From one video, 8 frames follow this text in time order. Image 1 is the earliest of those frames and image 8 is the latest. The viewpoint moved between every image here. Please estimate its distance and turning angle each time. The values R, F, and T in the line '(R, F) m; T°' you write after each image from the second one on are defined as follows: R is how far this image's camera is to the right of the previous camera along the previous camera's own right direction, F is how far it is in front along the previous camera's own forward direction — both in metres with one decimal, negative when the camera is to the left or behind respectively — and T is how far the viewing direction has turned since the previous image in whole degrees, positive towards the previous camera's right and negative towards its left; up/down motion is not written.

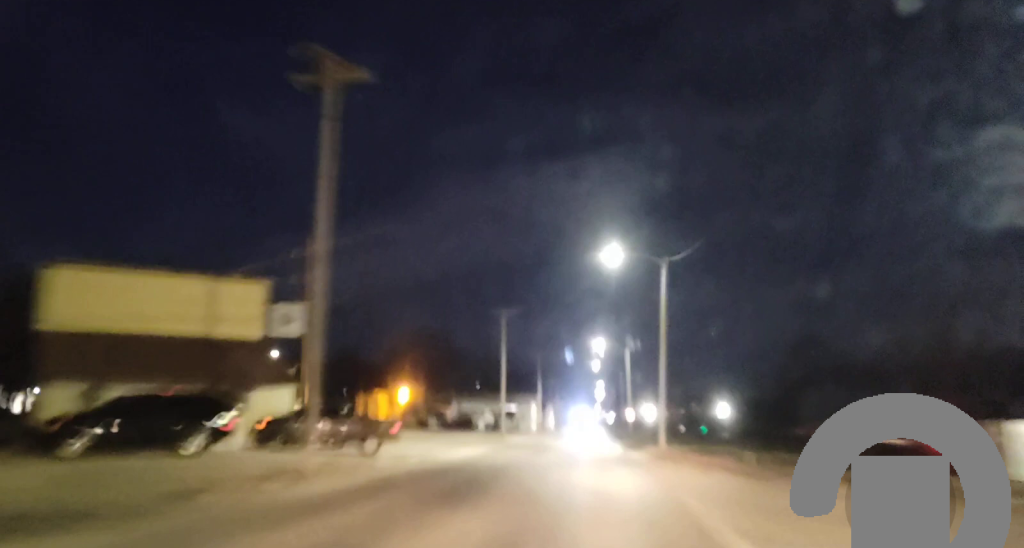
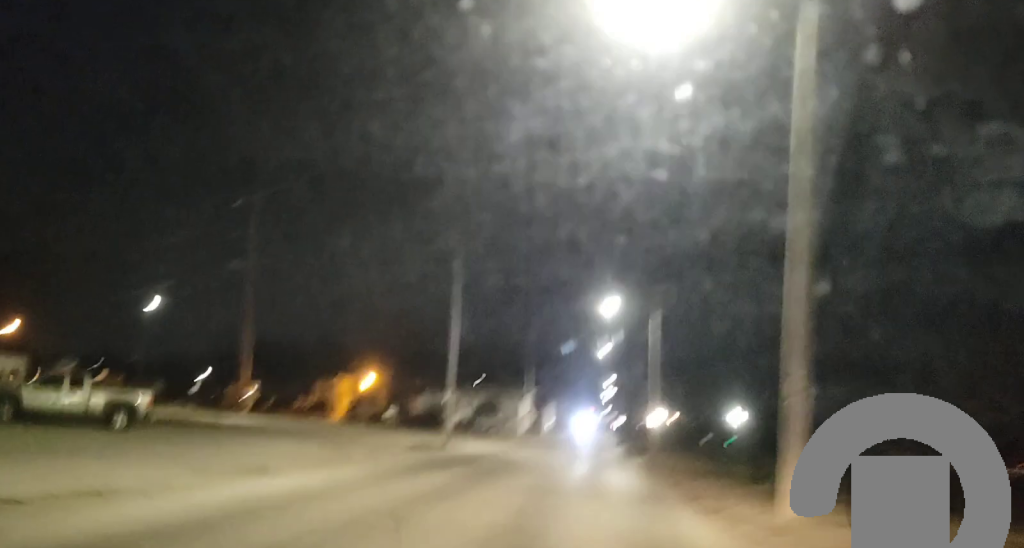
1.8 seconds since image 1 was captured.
(+0.5, +25.5) m; 0°
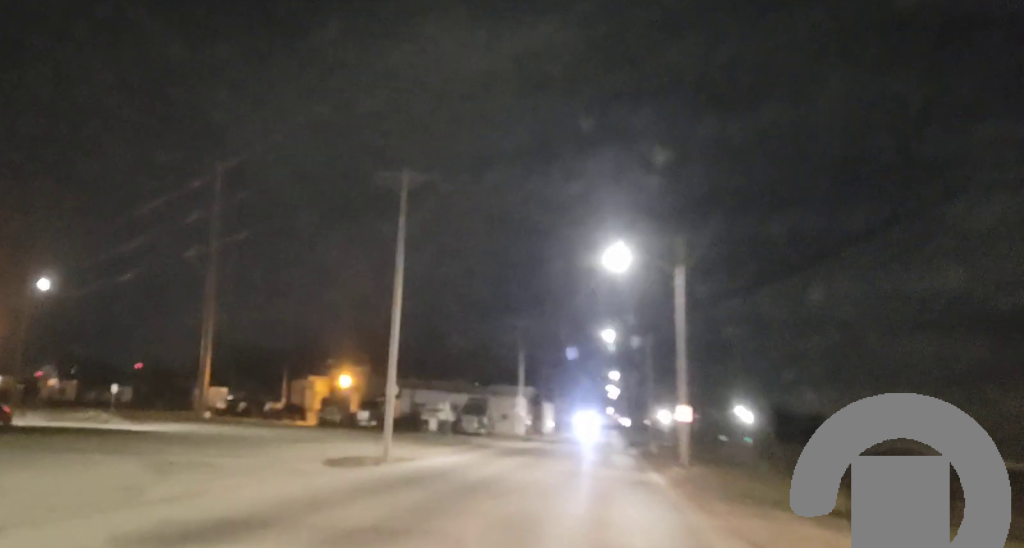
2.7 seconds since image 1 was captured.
(-0.2, +12.6) m; -1°
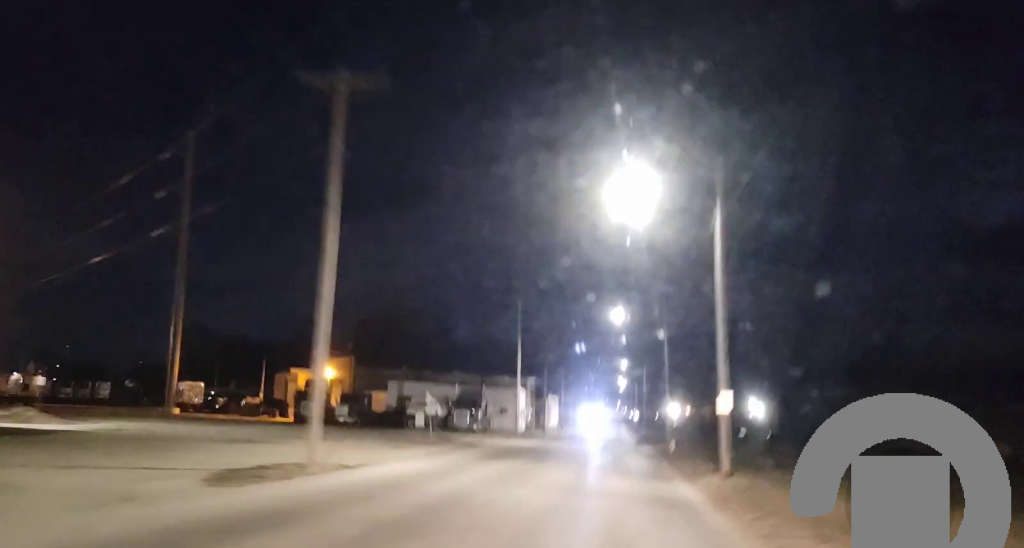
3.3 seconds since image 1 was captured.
(-0.1, +8.6) m; -1°
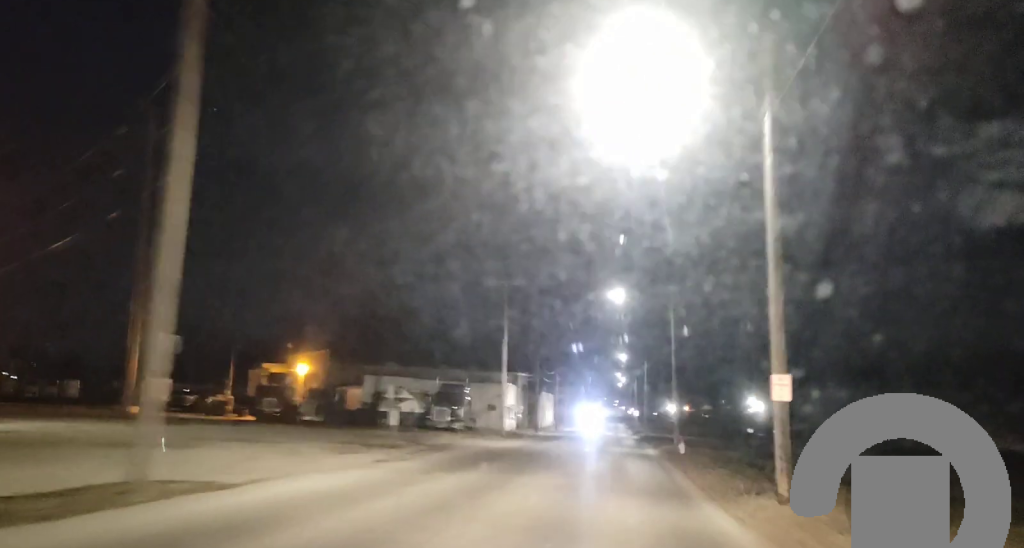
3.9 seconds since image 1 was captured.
(0.0, +7.7) m; 0°
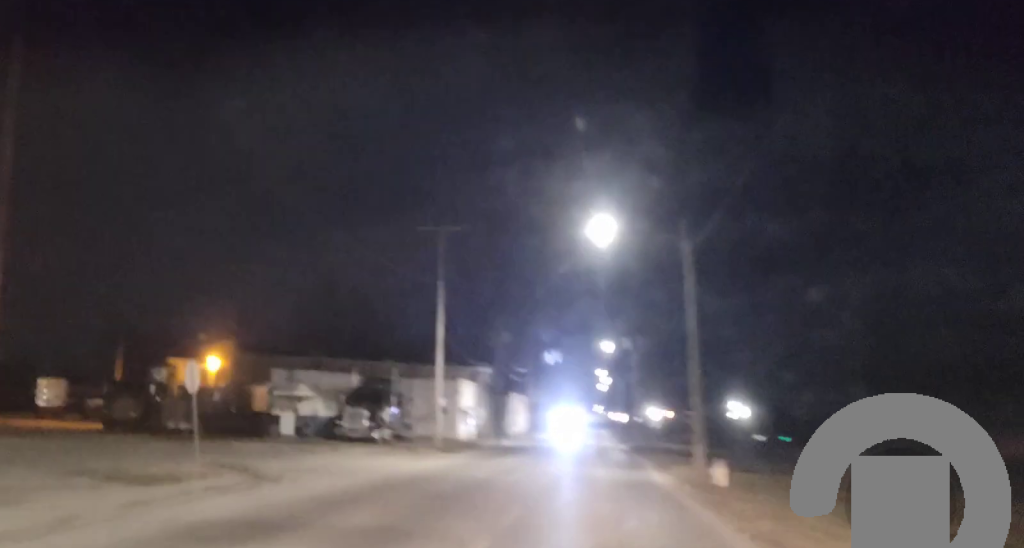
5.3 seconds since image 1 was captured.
(0.0, +18.4) m; +1°
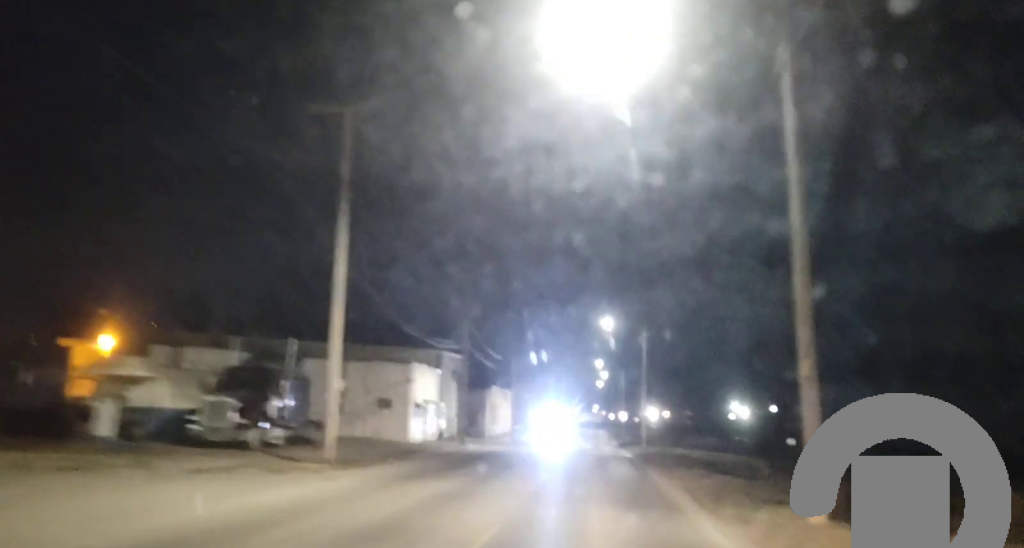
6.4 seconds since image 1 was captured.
(+0.2, +15.3) m; 0°
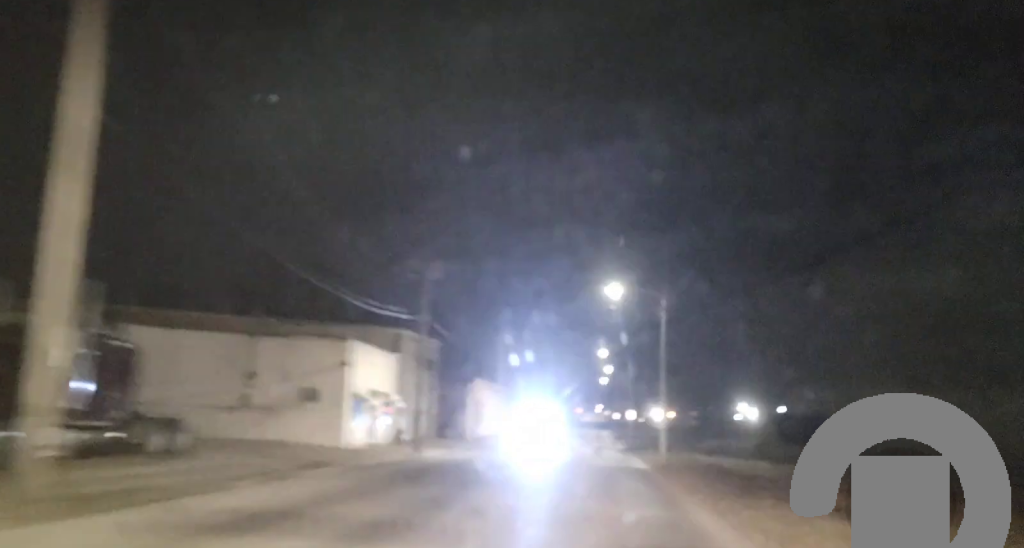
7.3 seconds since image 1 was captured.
(-0.2, +12.2) m; 0°
